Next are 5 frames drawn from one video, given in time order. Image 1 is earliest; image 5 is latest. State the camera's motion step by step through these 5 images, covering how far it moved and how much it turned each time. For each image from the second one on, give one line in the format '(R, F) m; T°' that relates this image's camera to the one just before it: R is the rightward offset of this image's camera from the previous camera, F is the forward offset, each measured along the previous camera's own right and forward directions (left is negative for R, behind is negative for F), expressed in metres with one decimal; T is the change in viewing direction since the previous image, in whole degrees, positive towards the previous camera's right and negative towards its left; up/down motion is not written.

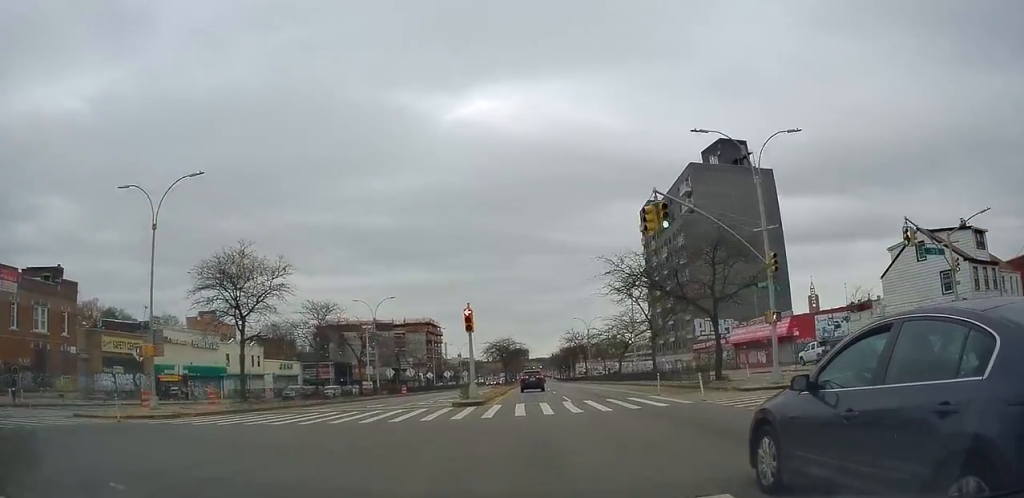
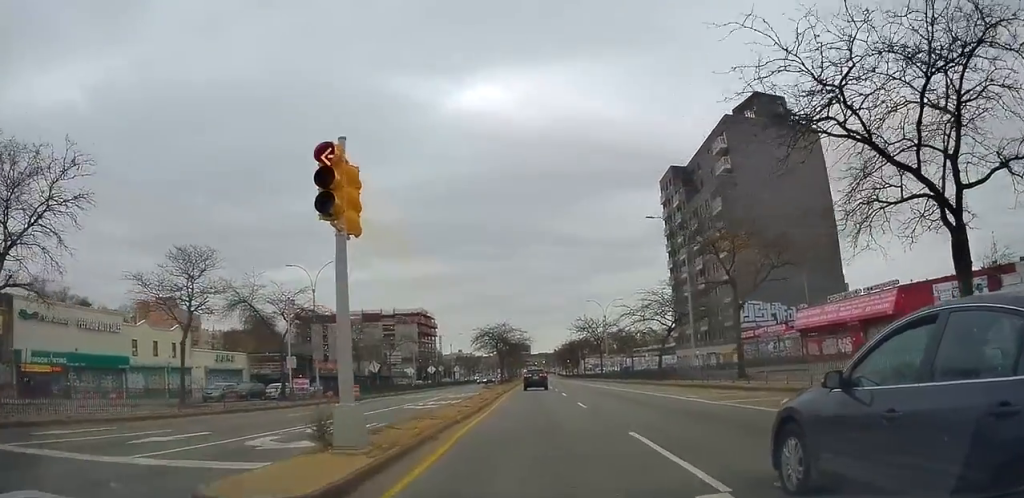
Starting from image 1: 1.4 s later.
(-0.5, +19.2) m; +2°
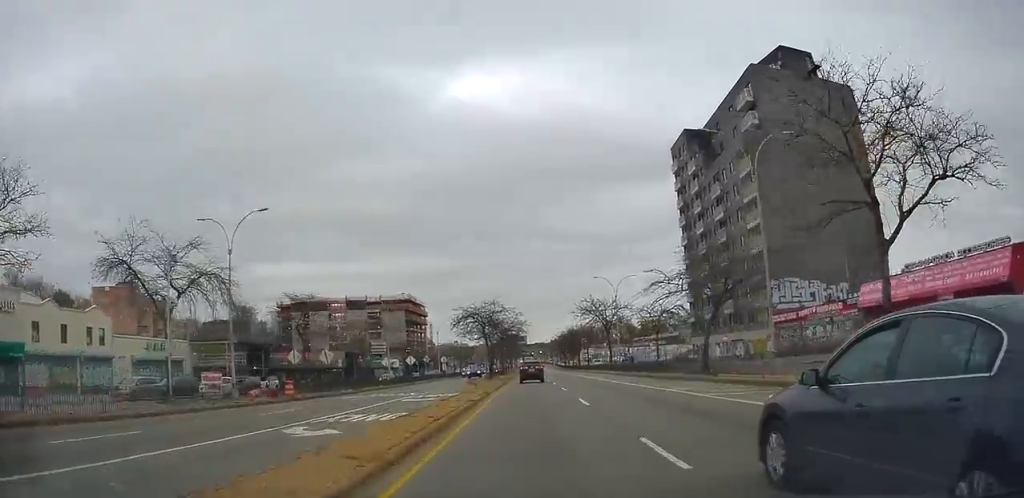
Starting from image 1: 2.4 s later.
(+1.0, +13.2) m; +2°
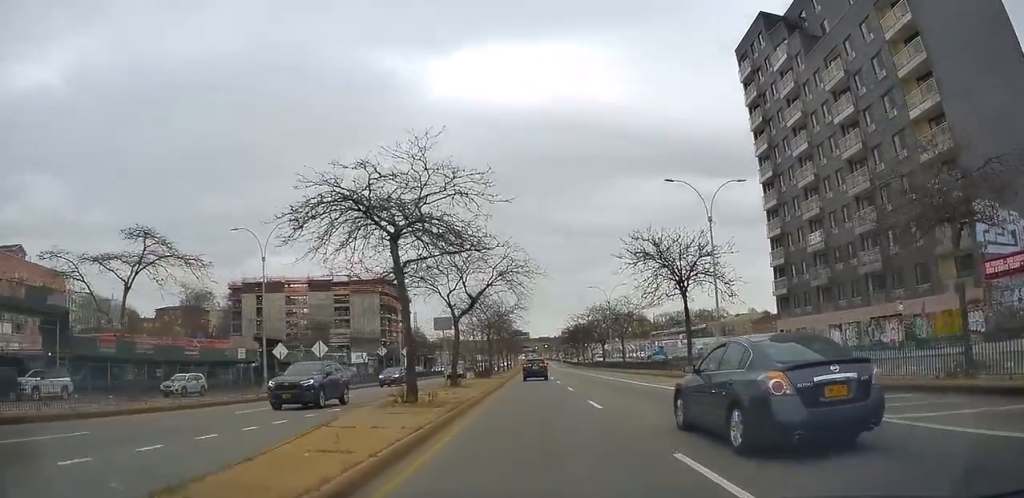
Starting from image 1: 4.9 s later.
(-2.5, +34.4) m; -3°
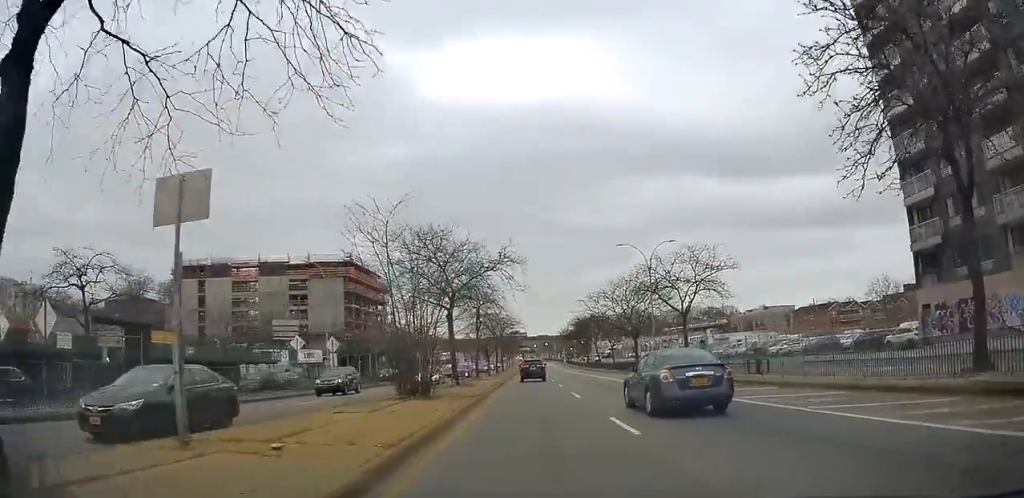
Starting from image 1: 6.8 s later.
(+0.6, +26.6) m; +2°
